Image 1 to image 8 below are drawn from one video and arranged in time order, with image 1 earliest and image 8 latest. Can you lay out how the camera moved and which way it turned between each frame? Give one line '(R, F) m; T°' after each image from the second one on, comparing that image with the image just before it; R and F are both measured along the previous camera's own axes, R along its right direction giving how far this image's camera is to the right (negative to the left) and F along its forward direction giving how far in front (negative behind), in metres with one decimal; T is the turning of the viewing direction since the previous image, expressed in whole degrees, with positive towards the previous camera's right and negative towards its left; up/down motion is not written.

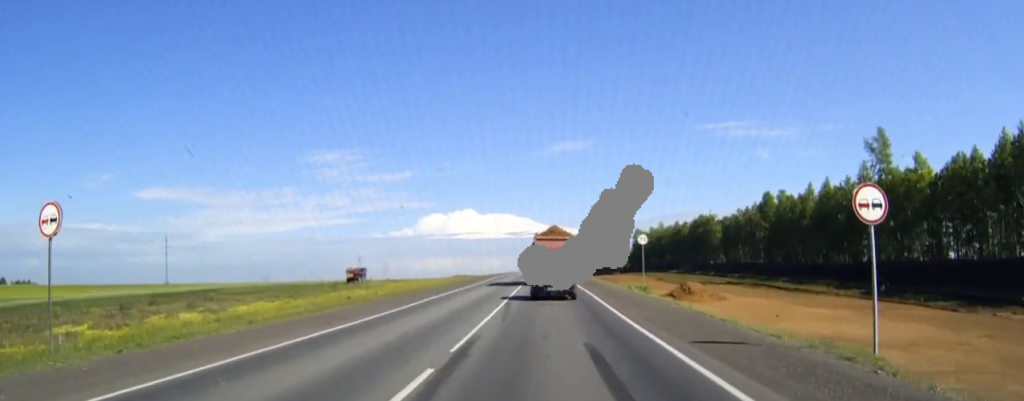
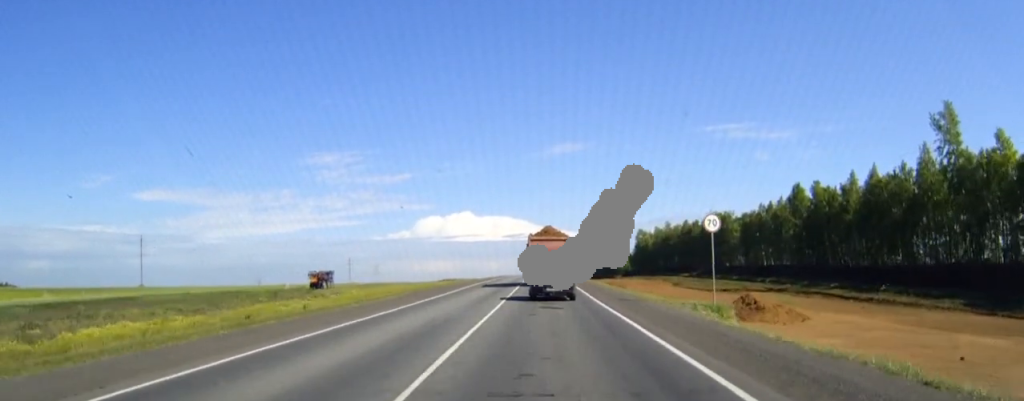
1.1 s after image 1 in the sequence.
(0.0, +20.5) m; 0°
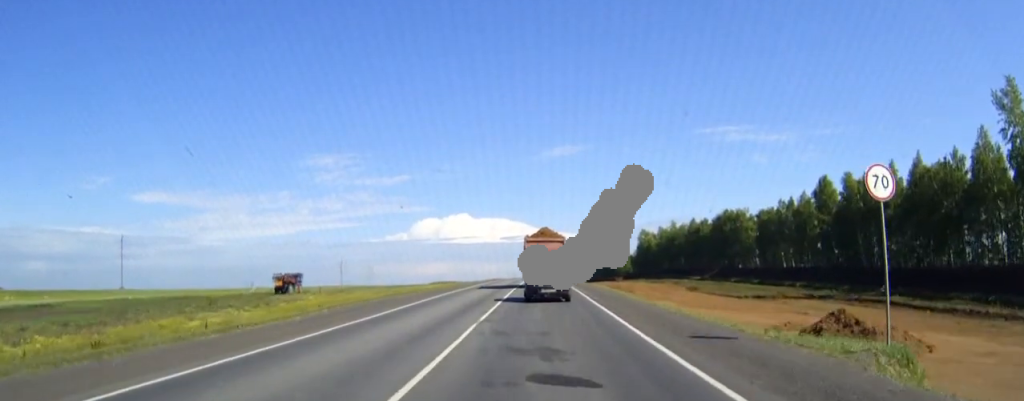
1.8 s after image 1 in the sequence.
(0.0, +14.8) m; 0°
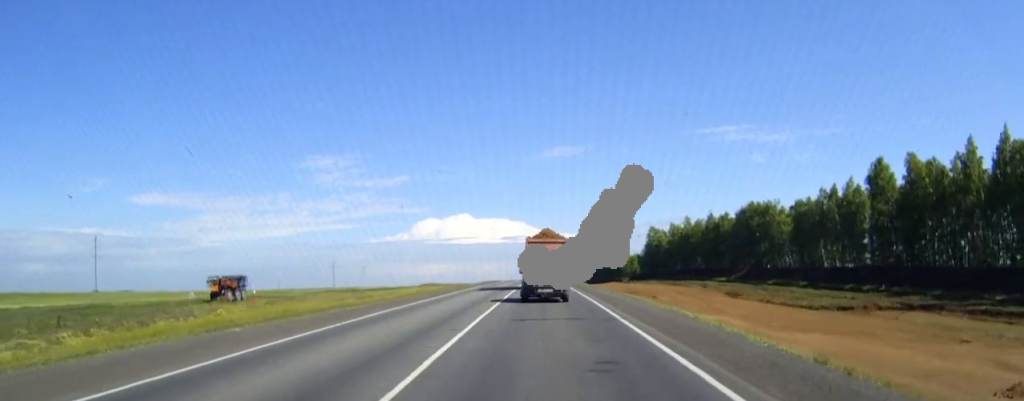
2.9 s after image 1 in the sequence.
(0.0, +21.2) m; 0°
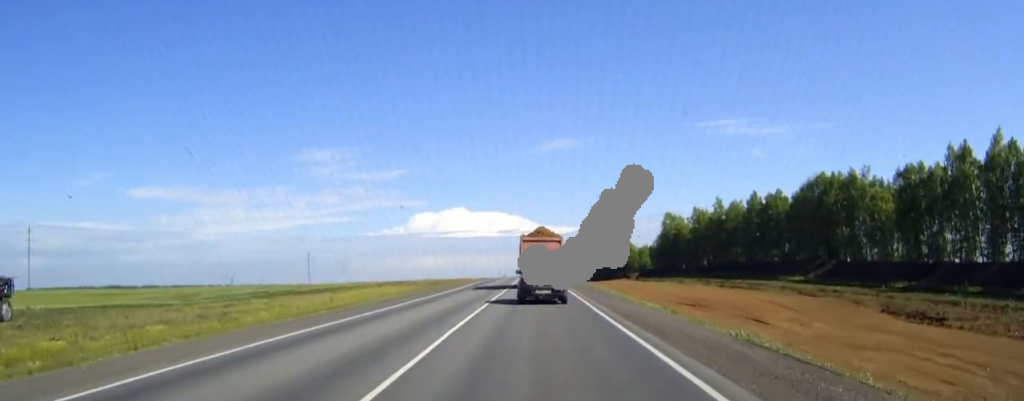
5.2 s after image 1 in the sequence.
(+0.1, +42.8) m; 0°
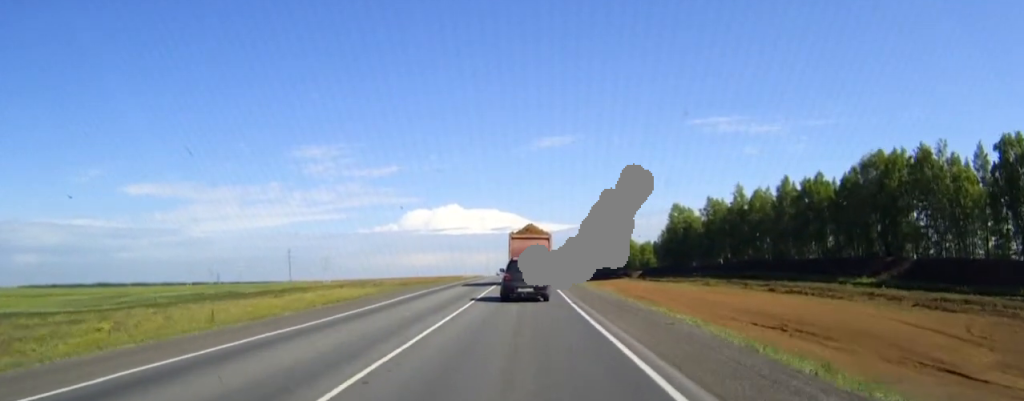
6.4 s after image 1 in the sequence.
(+0.1, +23.6) m; 0°
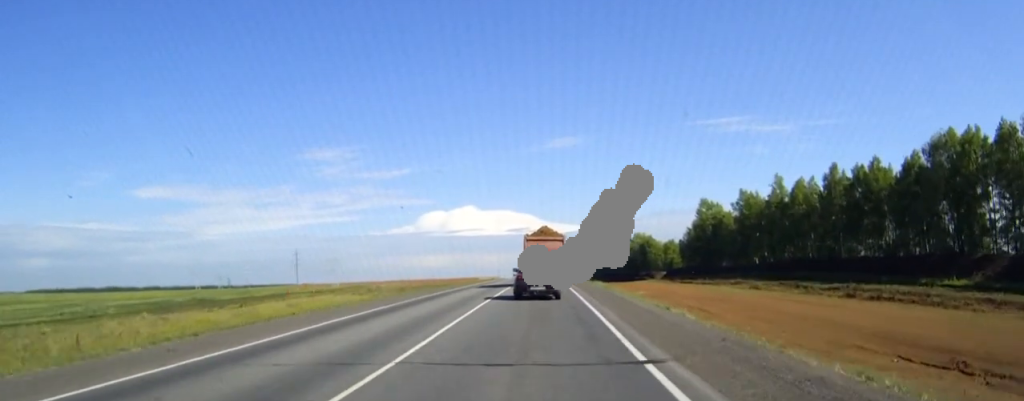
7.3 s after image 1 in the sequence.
(-0.1, +15.7) m; -1°
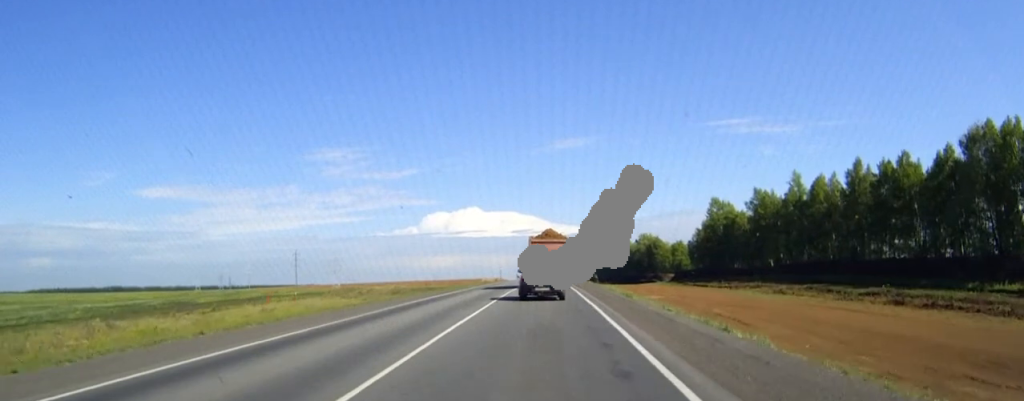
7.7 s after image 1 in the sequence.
(0.0, +7.8) m; 0°
